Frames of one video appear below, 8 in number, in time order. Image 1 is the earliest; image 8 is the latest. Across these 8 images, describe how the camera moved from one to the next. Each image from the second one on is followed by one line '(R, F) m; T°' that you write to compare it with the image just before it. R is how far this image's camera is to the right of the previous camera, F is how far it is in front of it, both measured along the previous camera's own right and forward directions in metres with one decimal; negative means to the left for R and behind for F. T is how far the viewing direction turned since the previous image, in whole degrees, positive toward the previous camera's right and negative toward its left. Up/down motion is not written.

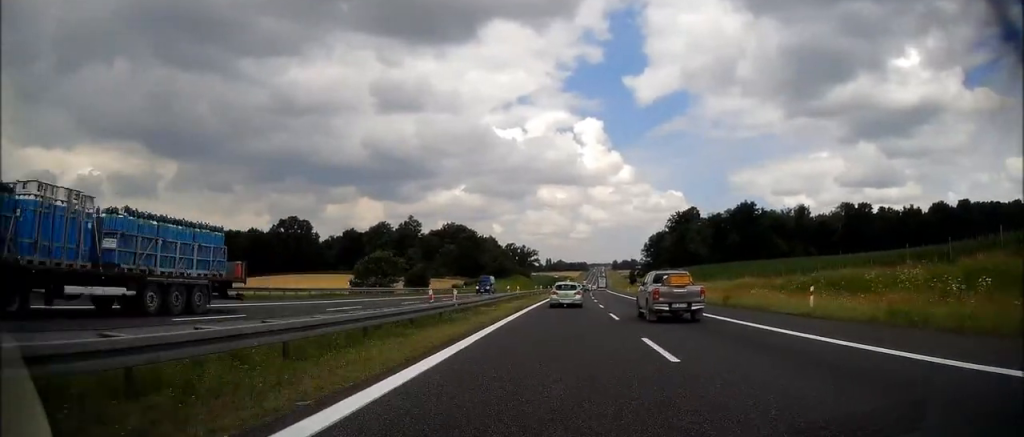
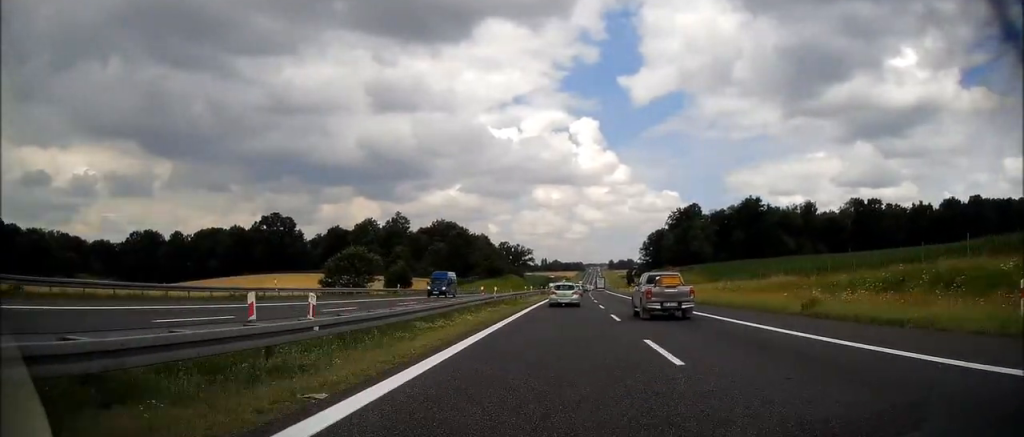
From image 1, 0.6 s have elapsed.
(0.0, +13.4) m; 0°
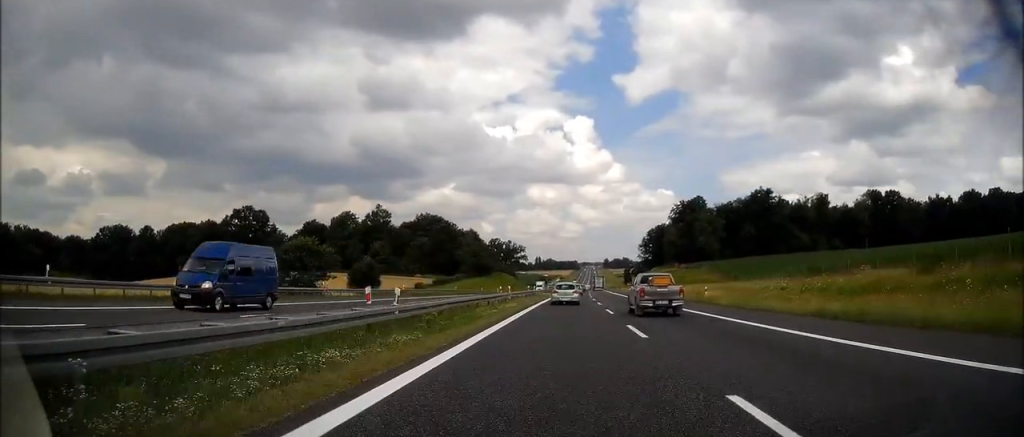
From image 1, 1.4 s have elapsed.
(+0.1, +19.1) m; 0°
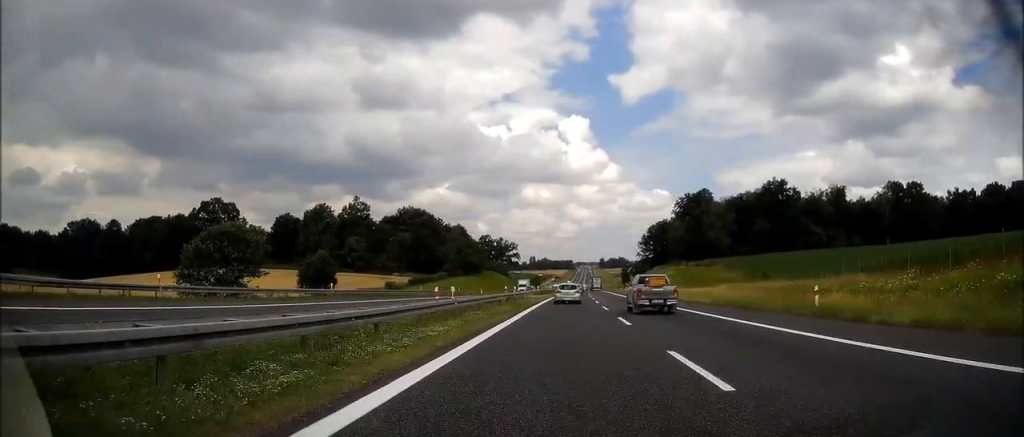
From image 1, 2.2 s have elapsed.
(+0.1, +19.4) m; 0°
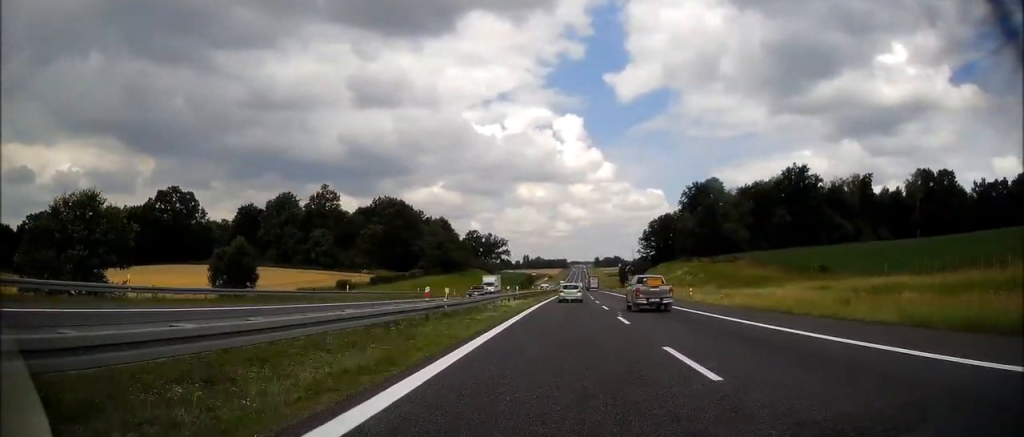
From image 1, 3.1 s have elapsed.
(0.0, +23.2) m; +1°
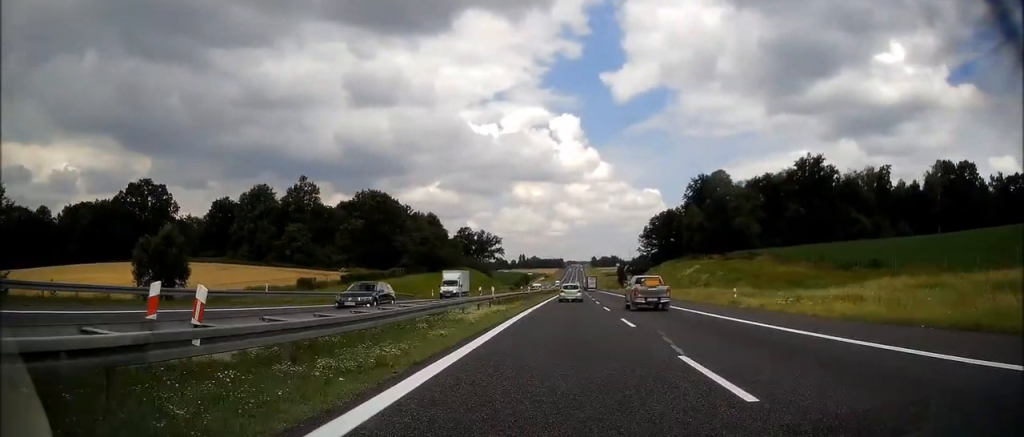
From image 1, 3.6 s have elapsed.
(+0.3, +13.6) m; 0°
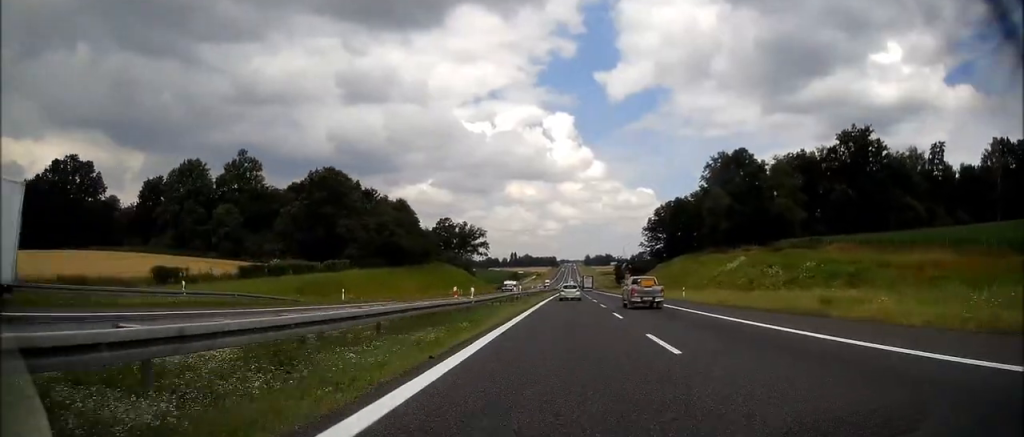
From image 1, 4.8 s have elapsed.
(0.0, +31.3) m; 0°
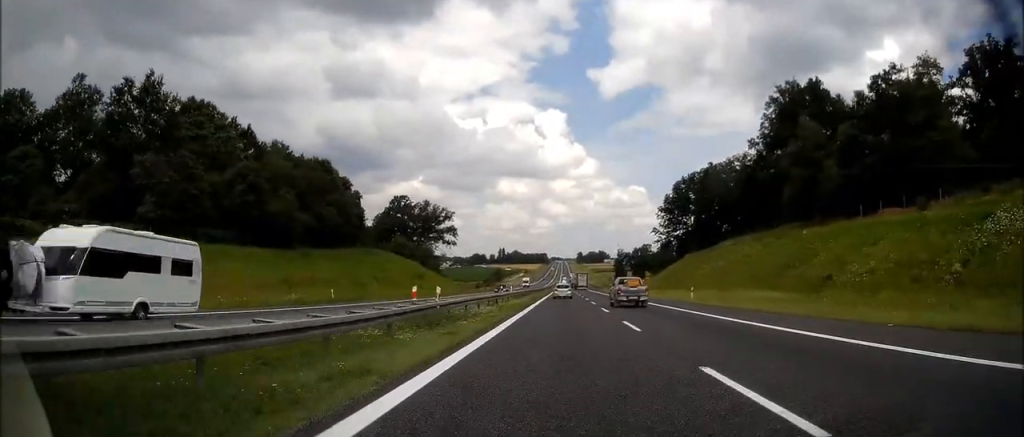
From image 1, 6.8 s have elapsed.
(+0.1, +54.6) m; +1°
